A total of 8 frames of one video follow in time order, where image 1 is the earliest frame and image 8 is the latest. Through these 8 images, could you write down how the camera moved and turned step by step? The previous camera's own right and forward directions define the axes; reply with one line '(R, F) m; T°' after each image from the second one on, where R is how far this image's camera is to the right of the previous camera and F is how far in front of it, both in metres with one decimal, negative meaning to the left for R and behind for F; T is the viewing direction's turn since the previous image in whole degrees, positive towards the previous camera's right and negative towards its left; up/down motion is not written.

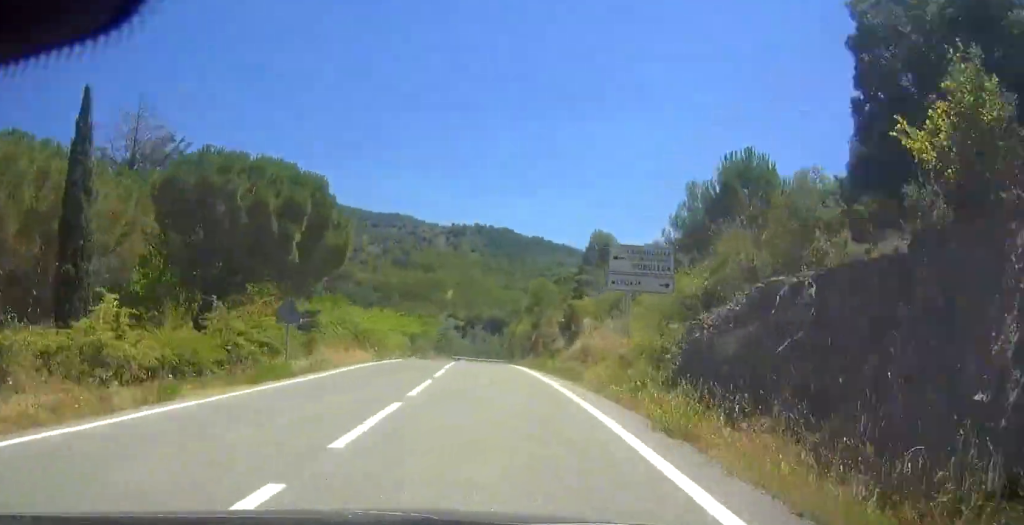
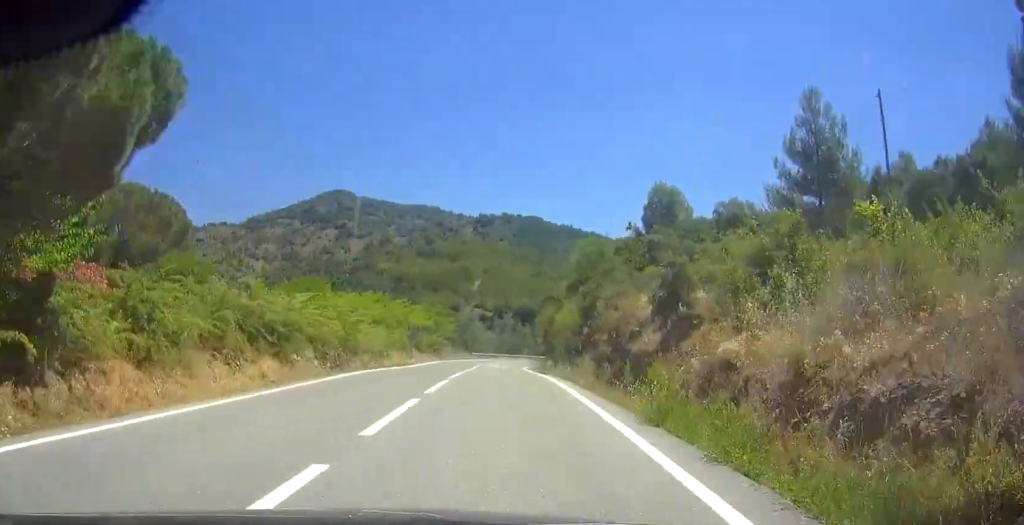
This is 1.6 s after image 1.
(-1.3, +20.8) m; 0°
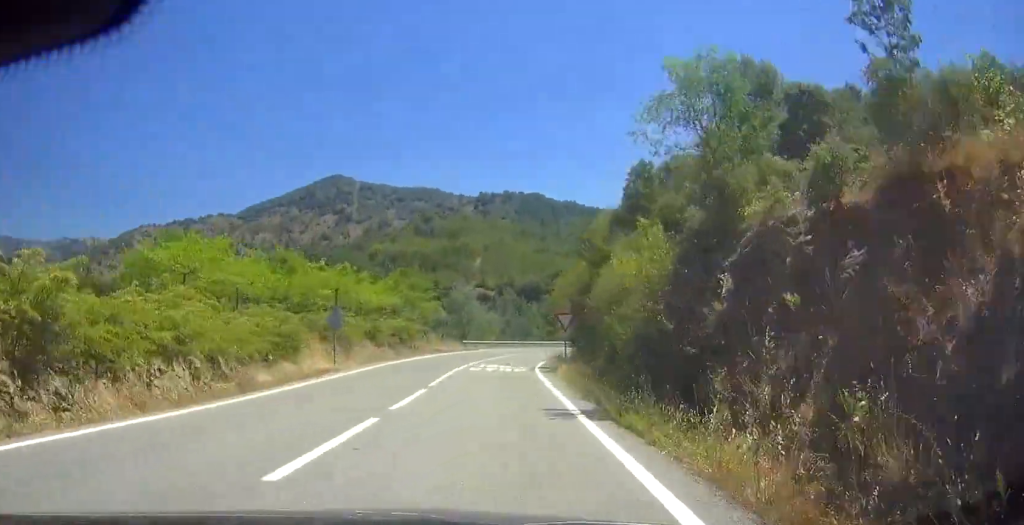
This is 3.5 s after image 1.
(-1.6, +24.9) m; 0°
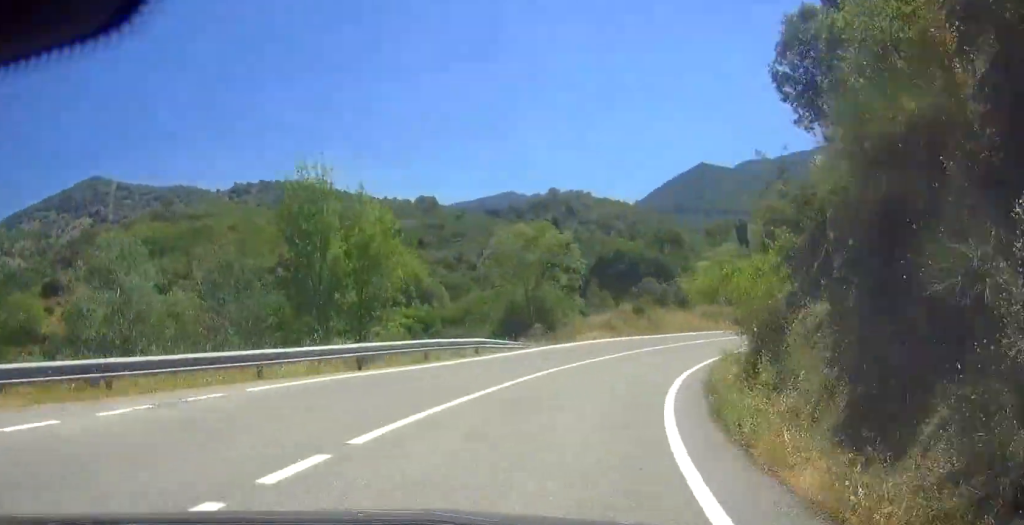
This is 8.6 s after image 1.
(+9.9, +57.1) m; +26°
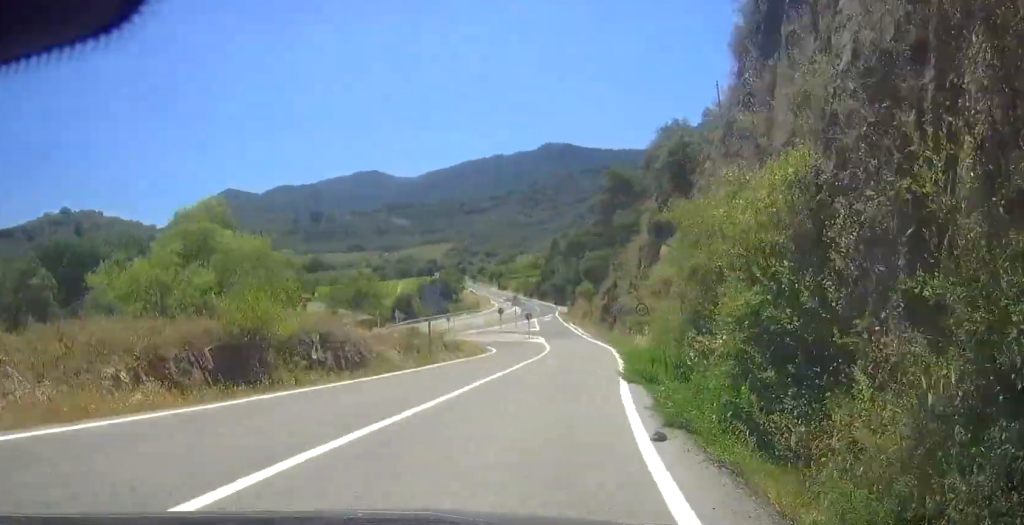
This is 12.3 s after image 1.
(+8.8, +36.9) m; +20°
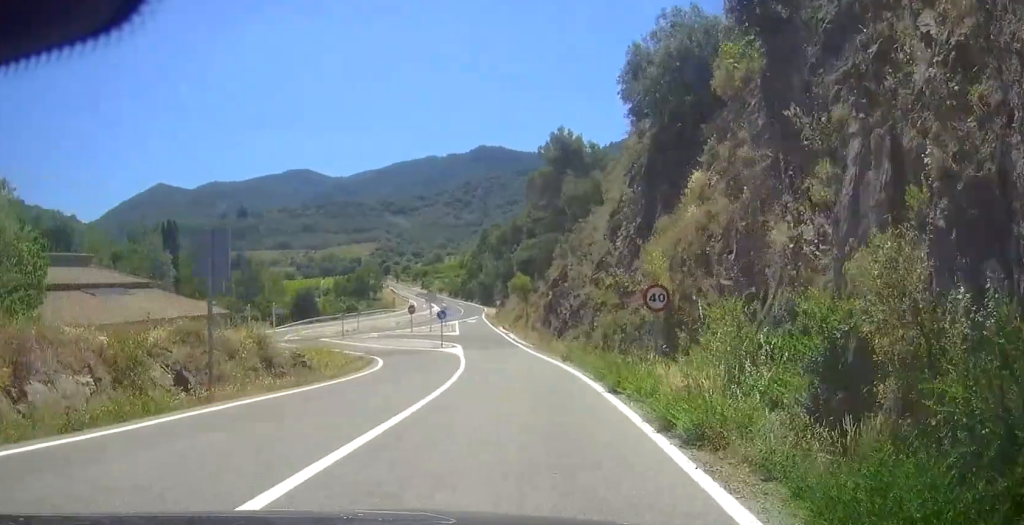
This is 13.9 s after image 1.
(+2.0, +14.8) m; +3°
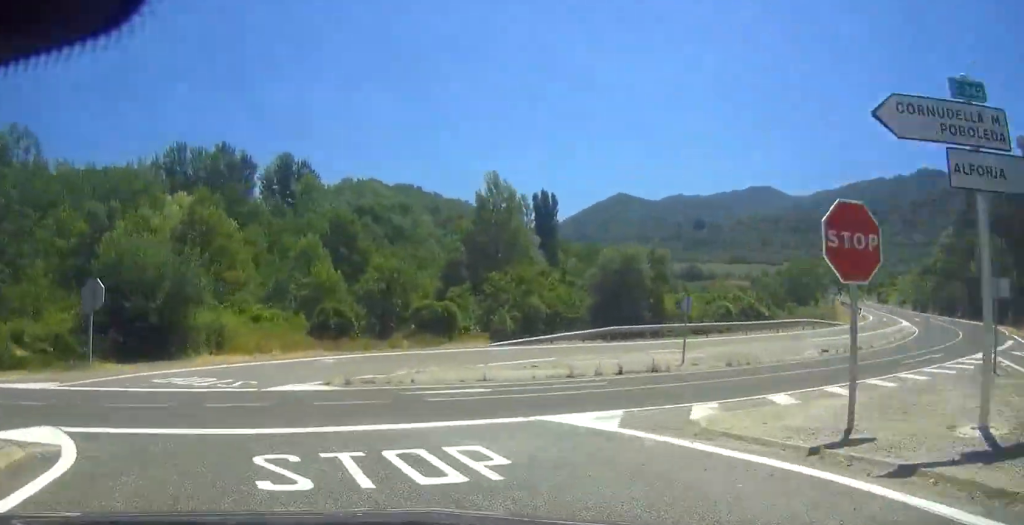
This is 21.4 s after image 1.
(-9.6, +50.9) m; -62°
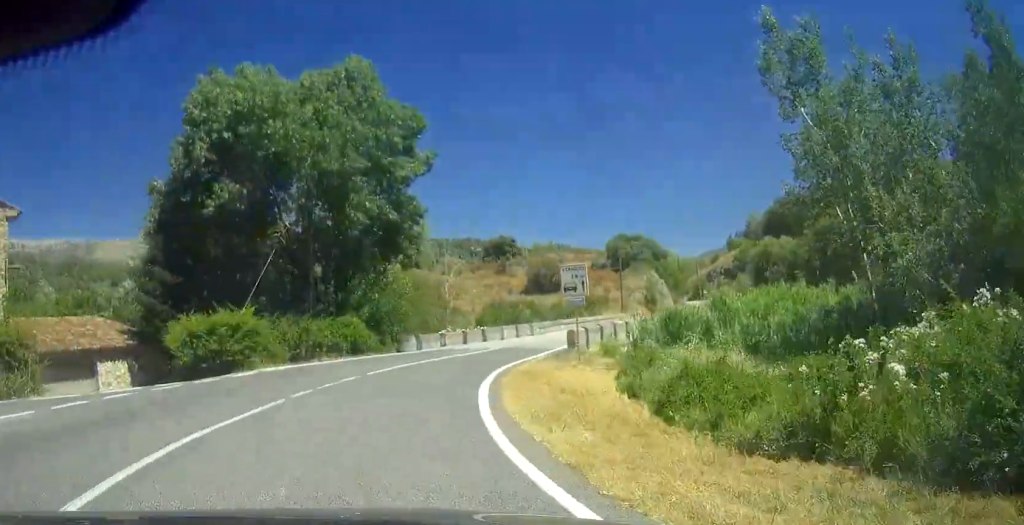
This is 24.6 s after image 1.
(-11.1, +20.1) m; -36°
